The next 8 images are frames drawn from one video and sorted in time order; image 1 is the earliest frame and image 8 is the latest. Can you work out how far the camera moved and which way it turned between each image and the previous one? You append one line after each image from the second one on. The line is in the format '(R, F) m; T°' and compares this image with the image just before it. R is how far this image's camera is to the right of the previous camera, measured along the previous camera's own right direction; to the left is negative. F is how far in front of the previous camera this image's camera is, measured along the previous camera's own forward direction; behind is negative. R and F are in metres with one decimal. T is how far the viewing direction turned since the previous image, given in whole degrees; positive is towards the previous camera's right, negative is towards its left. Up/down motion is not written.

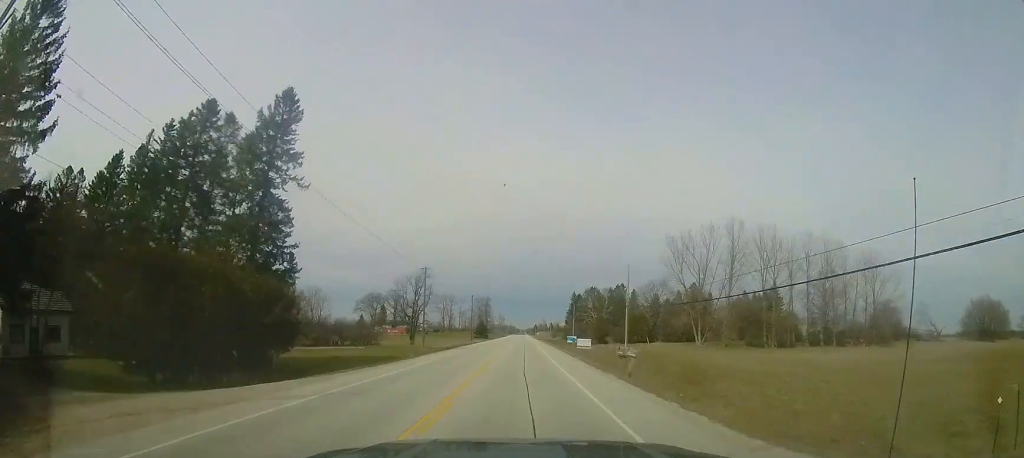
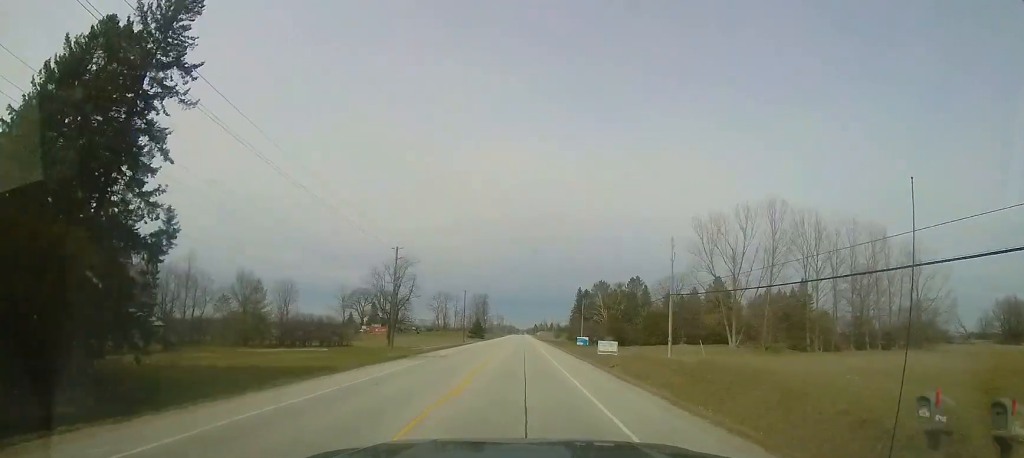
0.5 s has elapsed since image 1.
(-0.1, +14.1) m; 0°
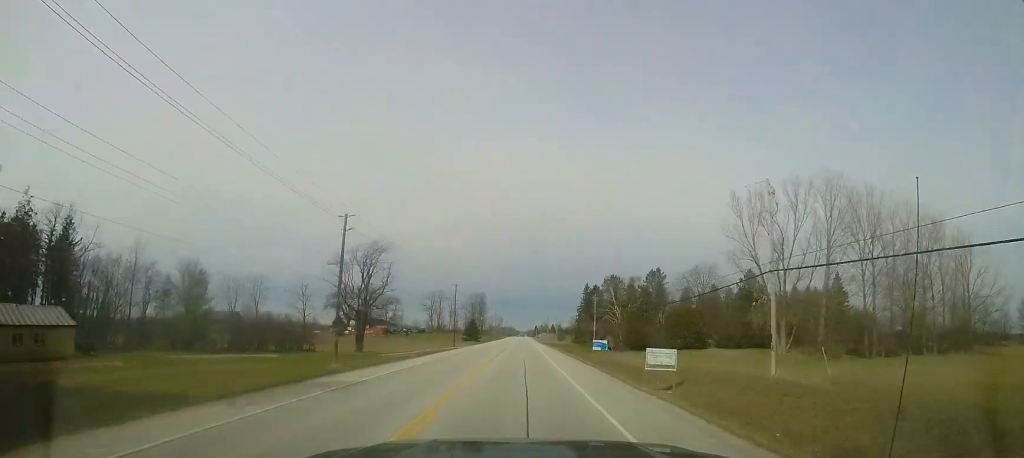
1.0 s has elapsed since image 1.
(+0.1, +14.1) m; 0°
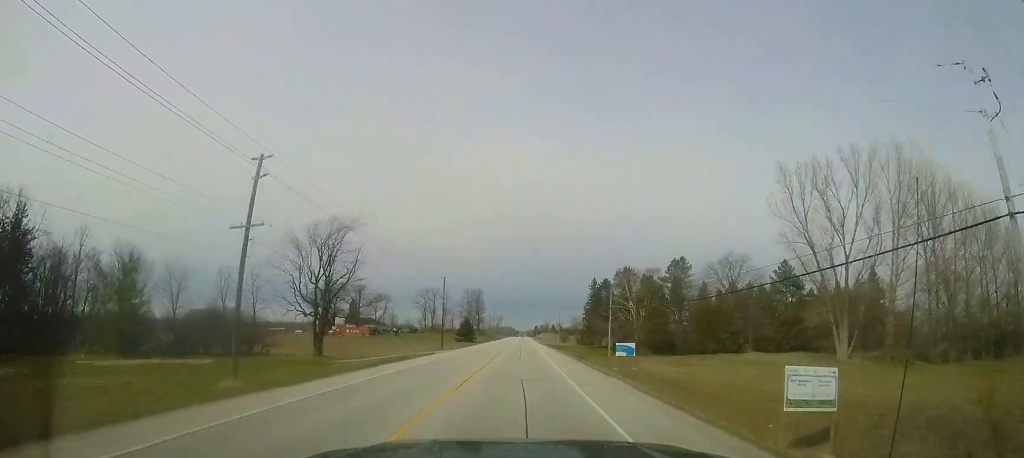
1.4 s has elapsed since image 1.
(+0.1, +12.2) m; 0°
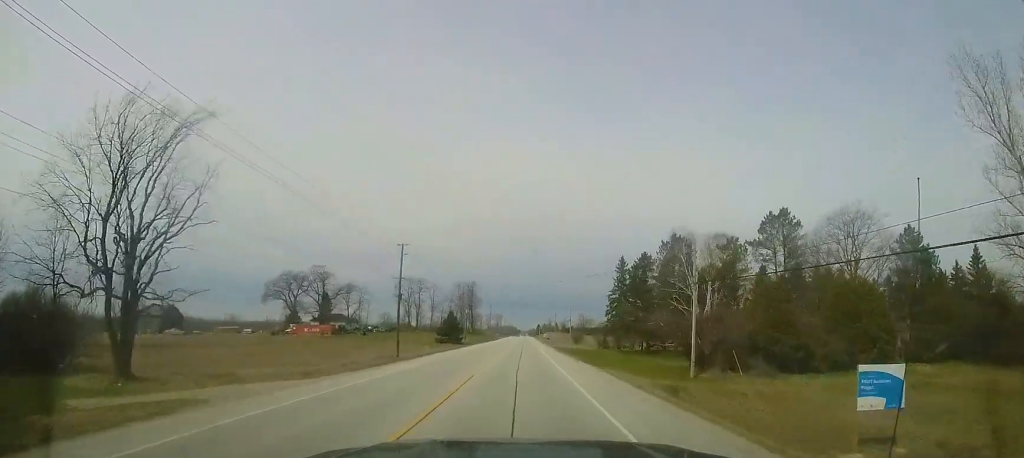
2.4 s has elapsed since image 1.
(-0.1, +26.8) m; 0°
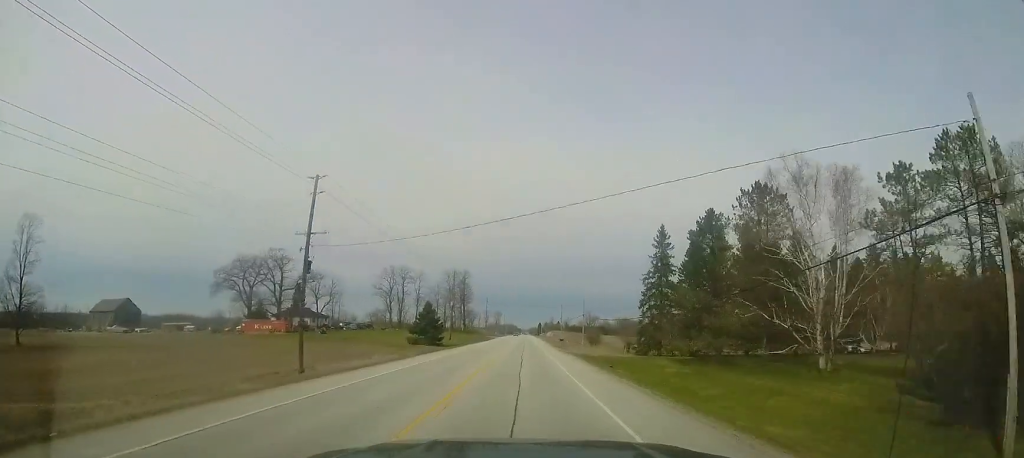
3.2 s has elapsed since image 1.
(0.0, +20.9) m; -1°
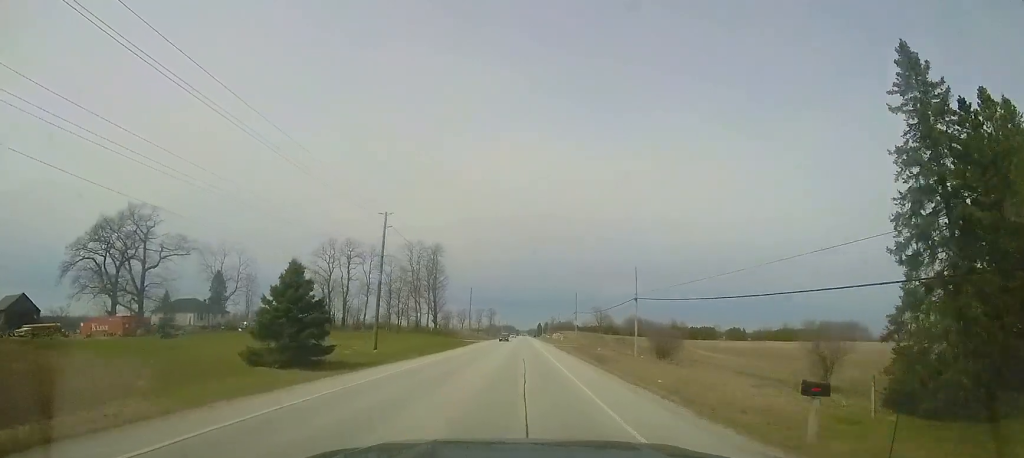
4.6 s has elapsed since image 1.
(-0.3, +39.0) m; 0°
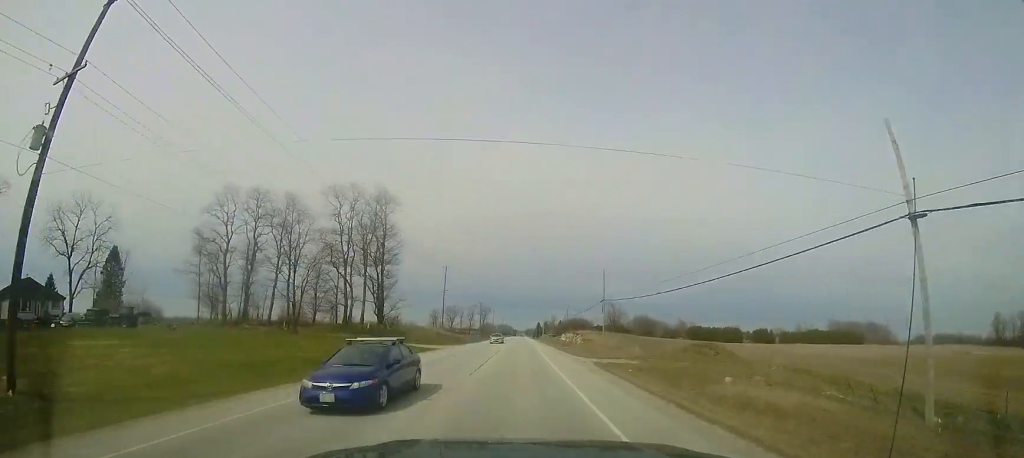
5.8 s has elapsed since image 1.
(+0.1, +32.5) m; 0°
